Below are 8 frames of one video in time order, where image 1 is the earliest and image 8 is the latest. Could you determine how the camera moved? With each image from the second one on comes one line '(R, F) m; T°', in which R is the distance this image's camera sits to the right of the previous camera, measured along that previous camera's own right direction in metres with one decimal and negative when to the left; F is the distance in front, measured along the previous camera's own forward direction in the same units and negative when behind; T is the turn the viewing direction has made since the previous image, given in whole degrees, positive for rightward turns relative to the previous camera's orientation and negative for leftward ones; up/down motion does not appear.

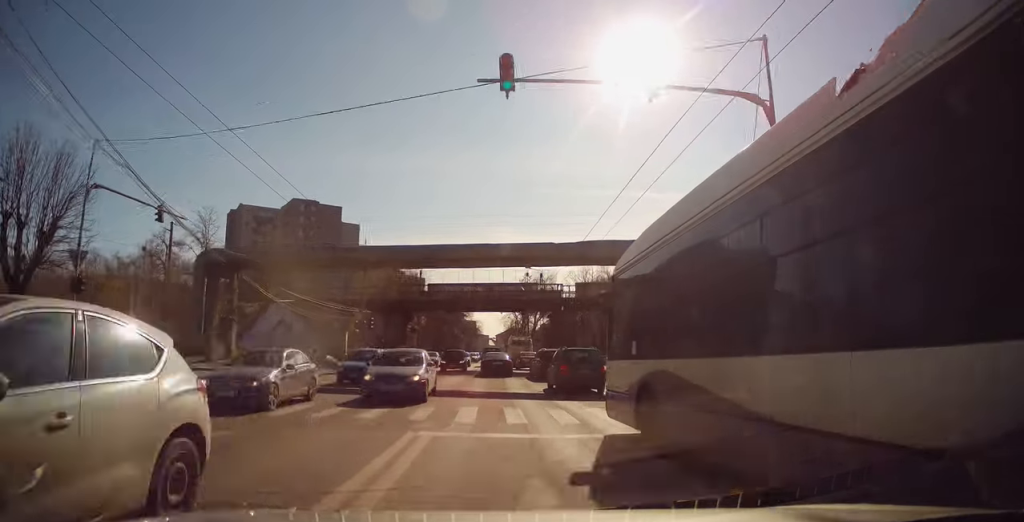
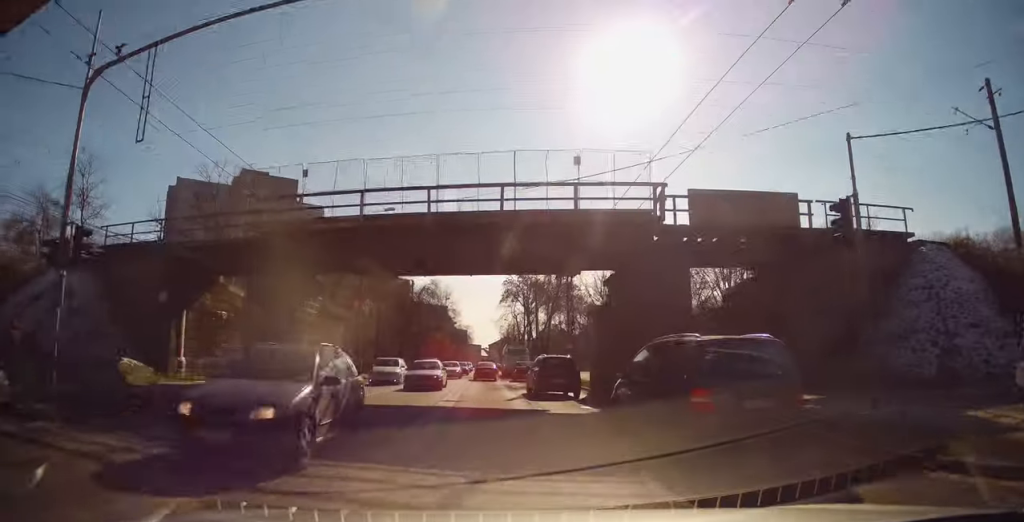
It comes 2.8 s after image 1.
(+0.2, +25.0) m; +2°
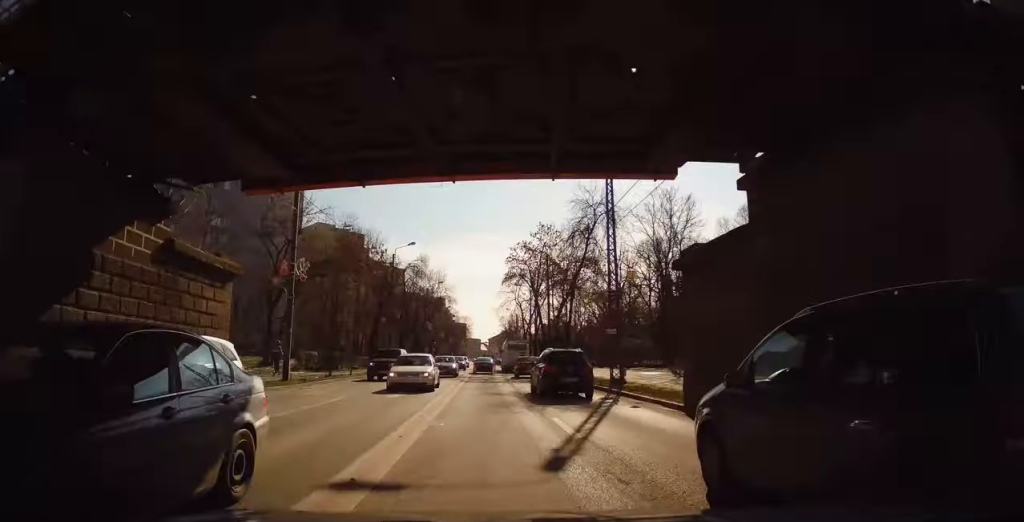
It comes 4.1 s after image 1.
(+0.2, +12.4) m; +1°
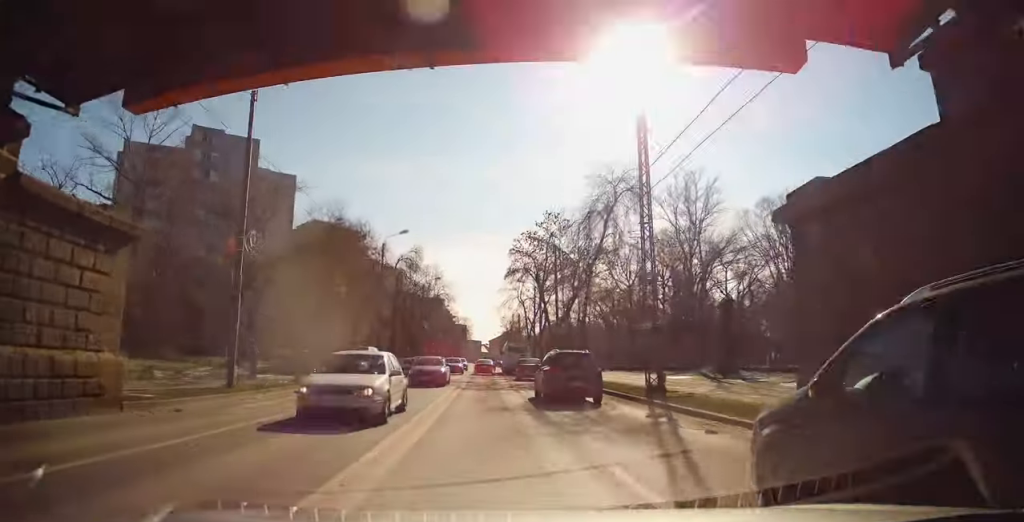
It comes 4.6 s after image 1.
(+0.1, +5.2) m; 0°
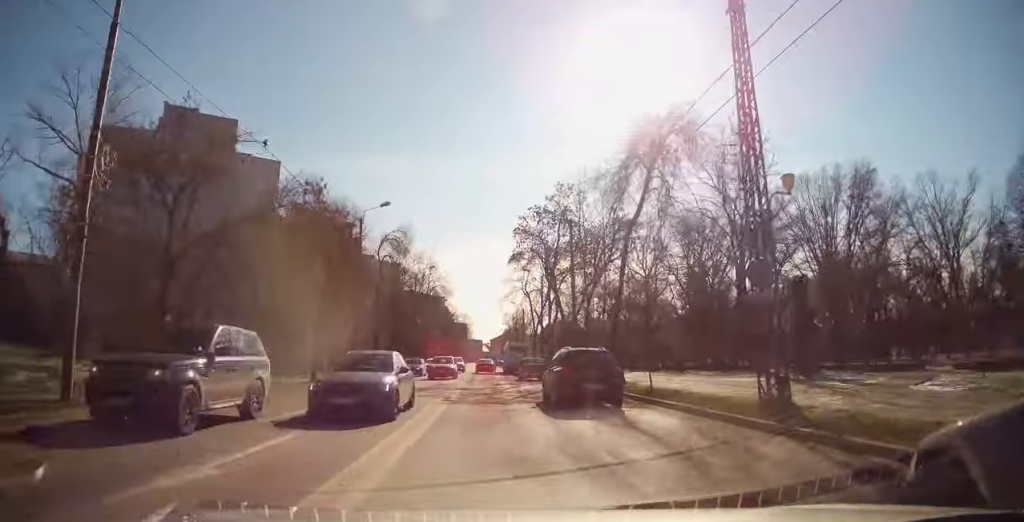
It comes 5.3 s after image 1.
(-0.1, +7.9) m; 0°
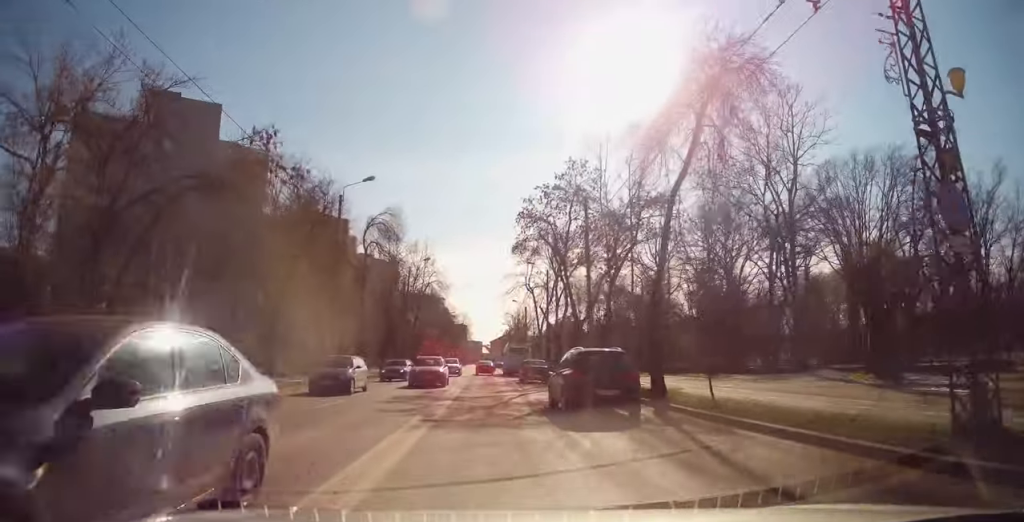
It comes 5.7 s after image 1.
(0.0, +5.1) m; 0°
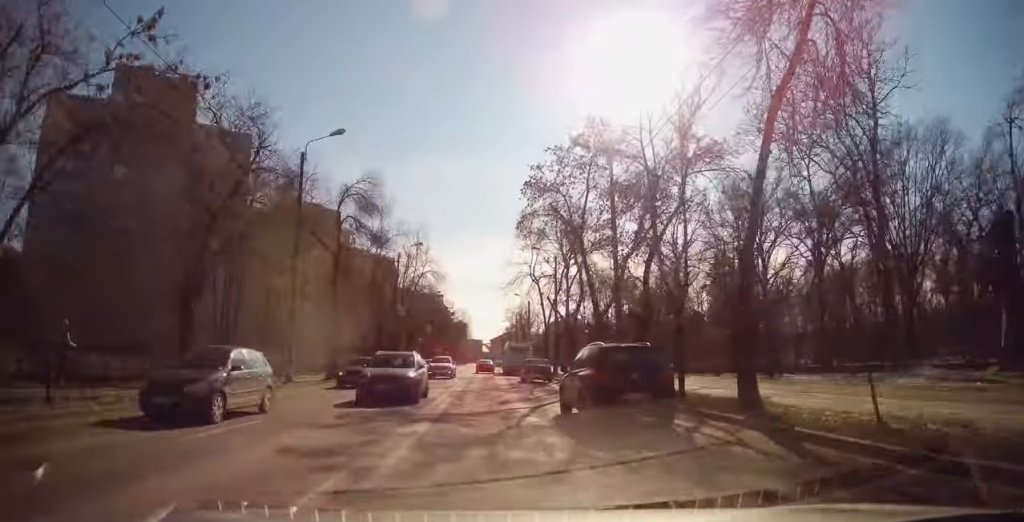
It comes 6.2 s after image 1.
(0.0, +6.2) m; 0°
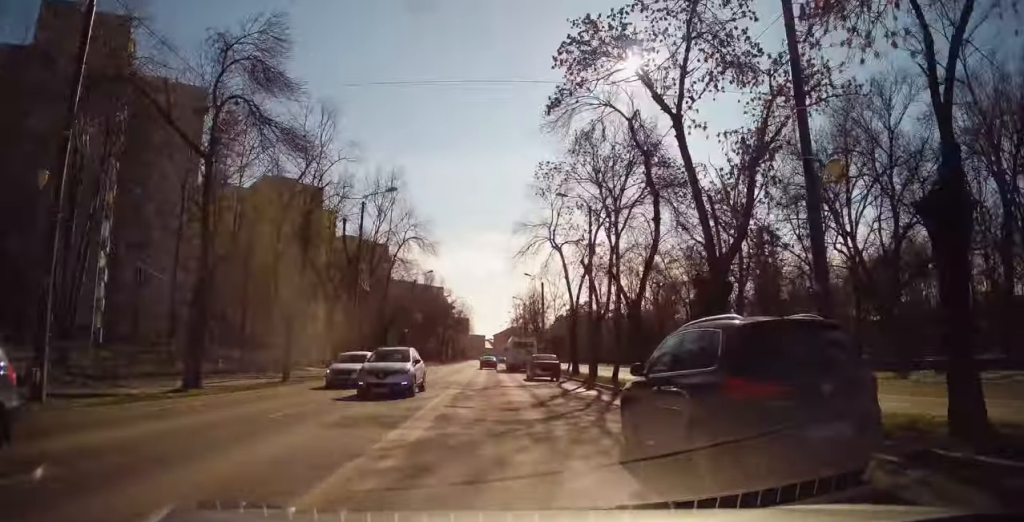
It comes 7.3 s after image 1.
(0.0, +14.0) m; 0°
